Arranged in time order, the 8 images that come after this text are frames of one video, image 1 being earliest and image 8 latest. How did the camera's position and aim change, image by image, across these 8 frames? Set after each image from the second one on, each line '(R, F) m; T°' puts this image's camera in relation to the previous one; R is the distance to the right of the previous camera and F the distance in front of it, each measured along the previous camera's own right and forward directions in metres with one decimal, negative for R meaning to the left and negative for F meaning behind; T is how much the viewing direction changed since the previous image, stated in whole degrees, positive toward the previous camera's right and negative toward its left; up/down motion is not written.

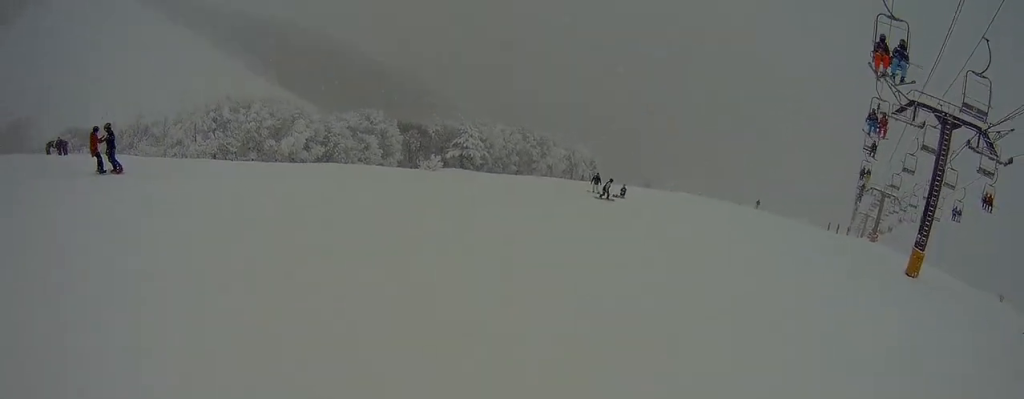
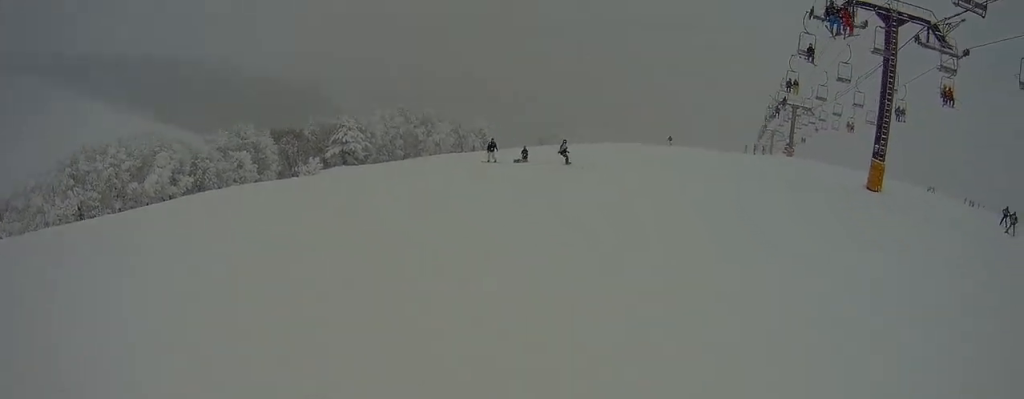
(-0.9, +6.8) m; -4°
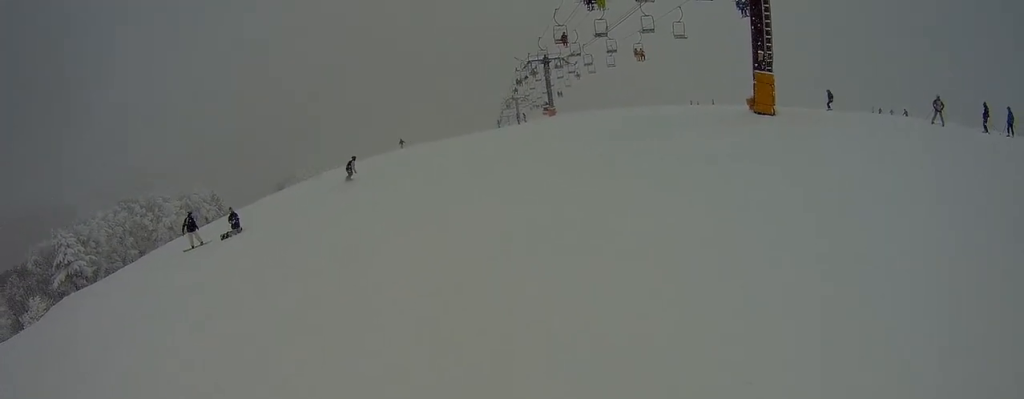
(+3.3, +13.8) m; +22°
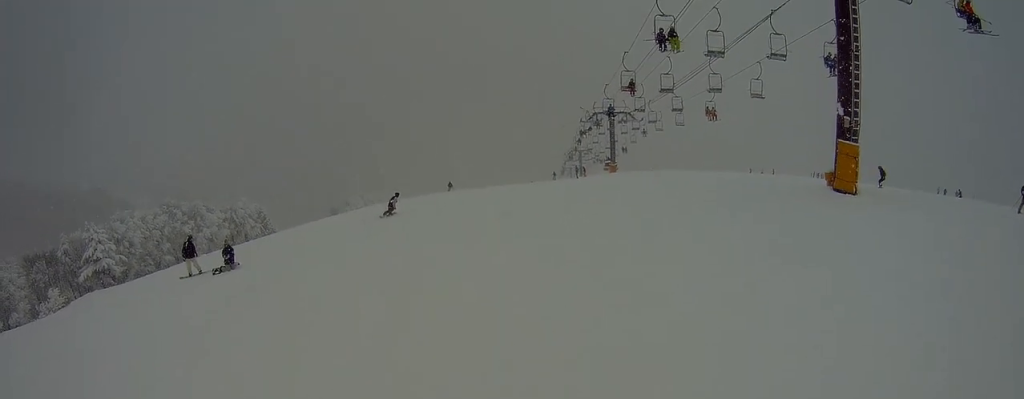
(-0.6, +3.9) m; -10°
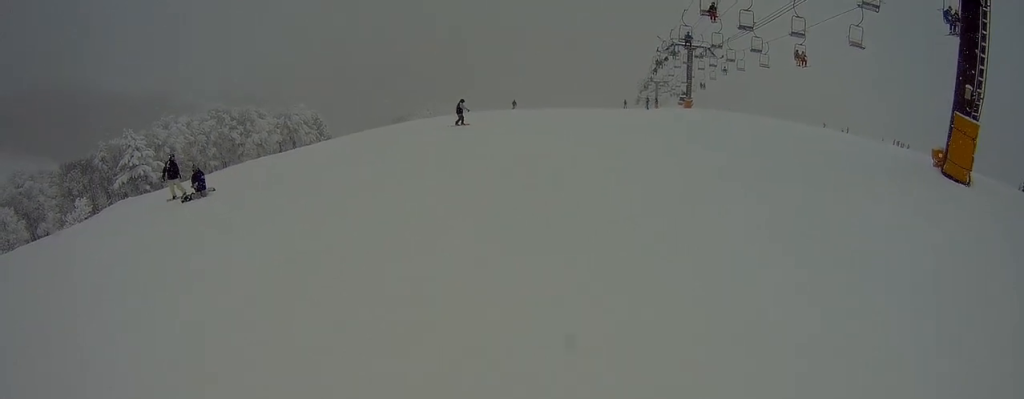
(-0.3, +4.7) m; -11°
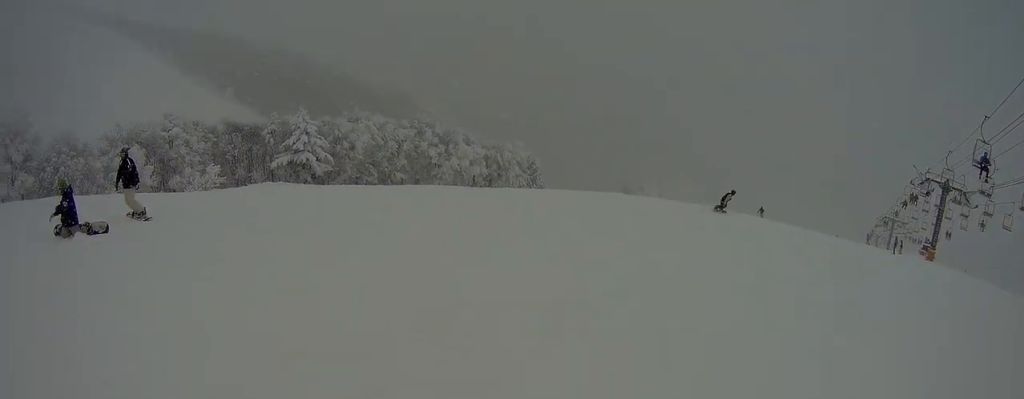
(-2.9, +11.6) m; -11°
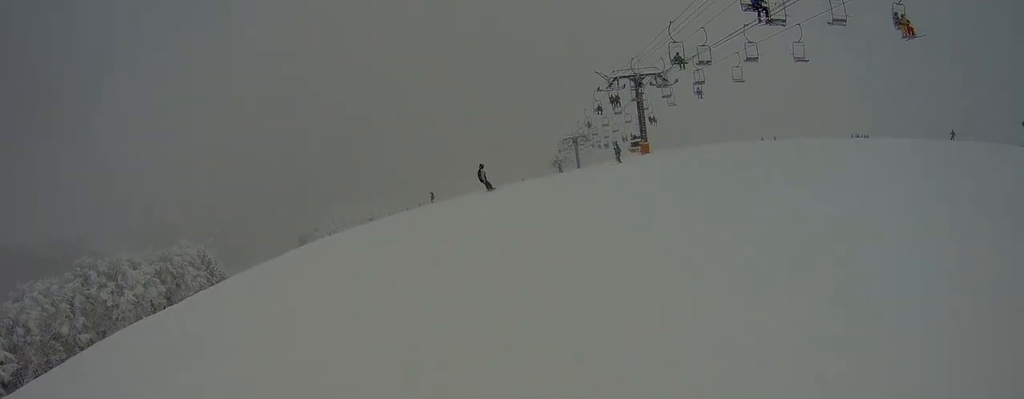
(+1.0, +8.9) m; +26°
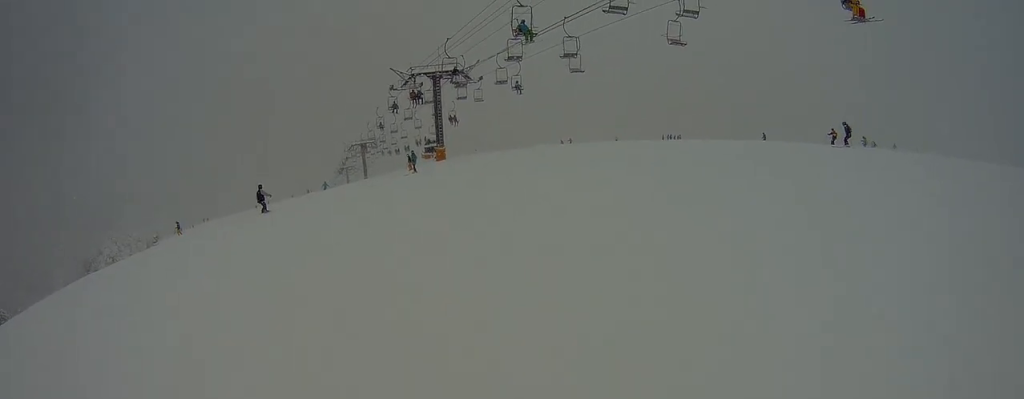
(+2.9, +8.9) m; +18°
